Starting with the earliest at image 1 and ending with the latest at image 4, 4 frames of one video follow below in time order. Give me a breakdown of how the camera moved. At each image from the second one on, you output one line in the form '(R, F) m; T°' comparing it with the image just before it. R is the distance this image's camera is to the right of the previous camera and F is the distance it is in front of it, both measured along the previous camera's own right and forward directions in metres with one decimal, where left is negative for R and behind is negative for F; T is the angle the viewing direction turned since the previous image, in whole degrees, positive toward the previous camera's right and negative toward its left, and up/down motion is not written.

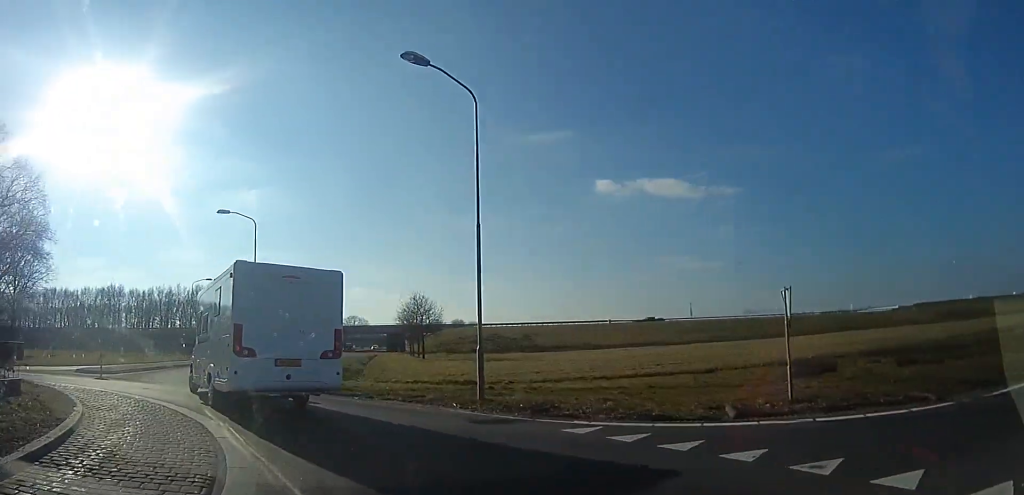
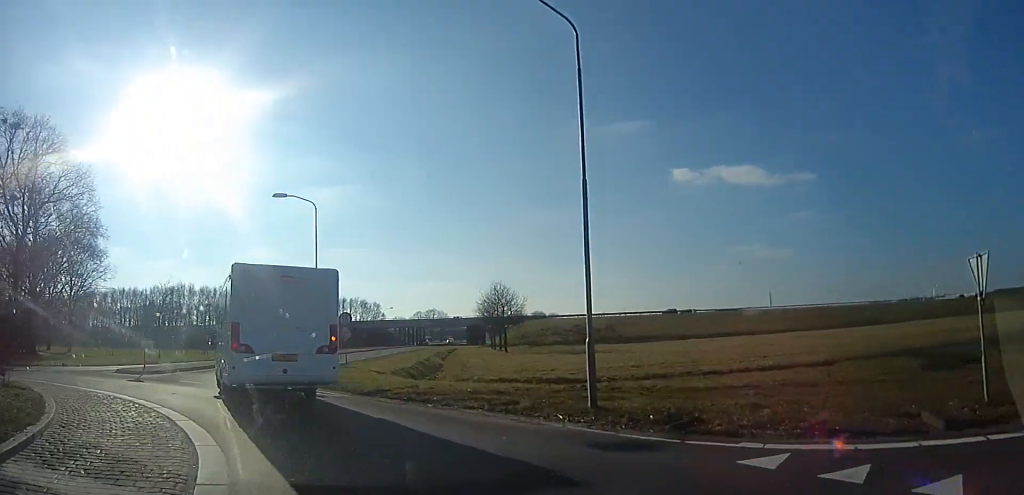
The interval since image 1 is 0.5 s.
(-0.7, +2.8) m; -14°
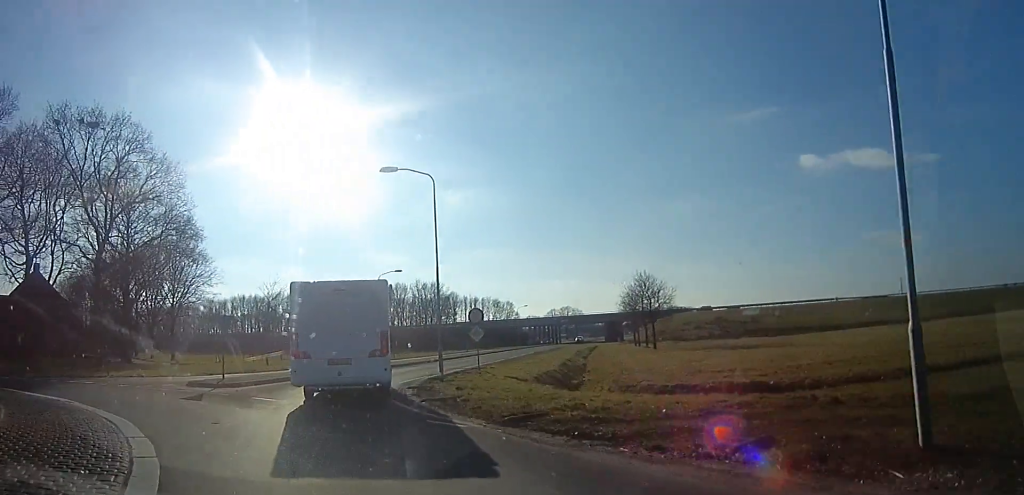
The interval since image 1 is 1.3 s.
(-0.9, +4.4) m; -16°
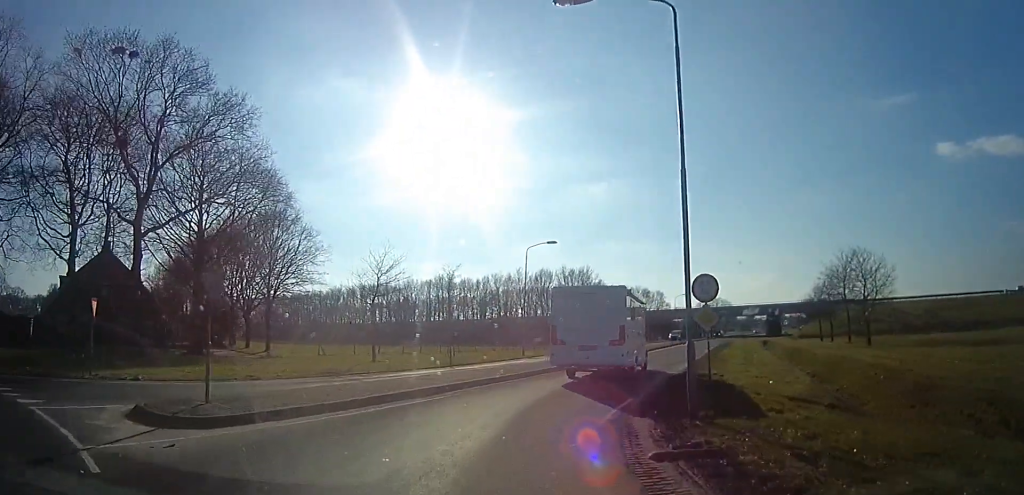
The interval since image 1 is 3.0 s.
(-1.3, +10.1) m; -7°
